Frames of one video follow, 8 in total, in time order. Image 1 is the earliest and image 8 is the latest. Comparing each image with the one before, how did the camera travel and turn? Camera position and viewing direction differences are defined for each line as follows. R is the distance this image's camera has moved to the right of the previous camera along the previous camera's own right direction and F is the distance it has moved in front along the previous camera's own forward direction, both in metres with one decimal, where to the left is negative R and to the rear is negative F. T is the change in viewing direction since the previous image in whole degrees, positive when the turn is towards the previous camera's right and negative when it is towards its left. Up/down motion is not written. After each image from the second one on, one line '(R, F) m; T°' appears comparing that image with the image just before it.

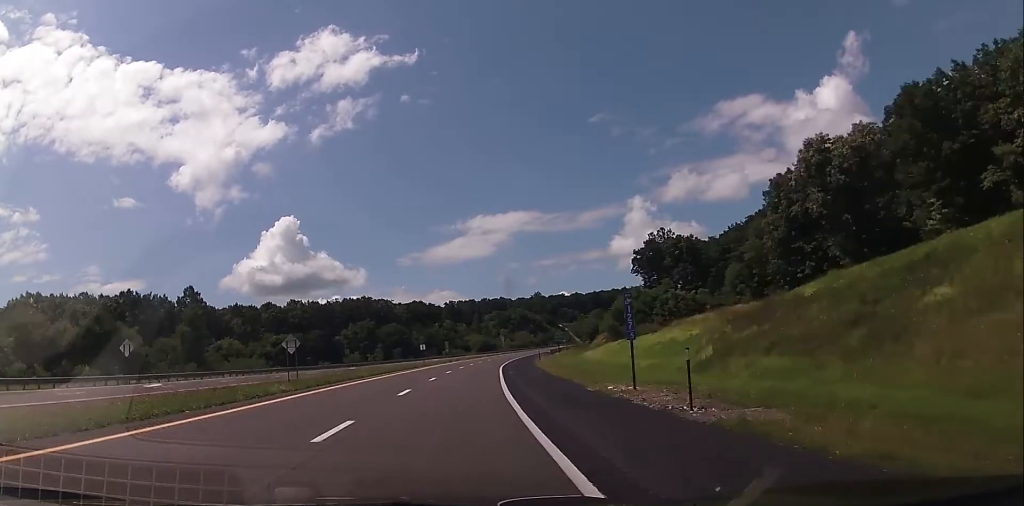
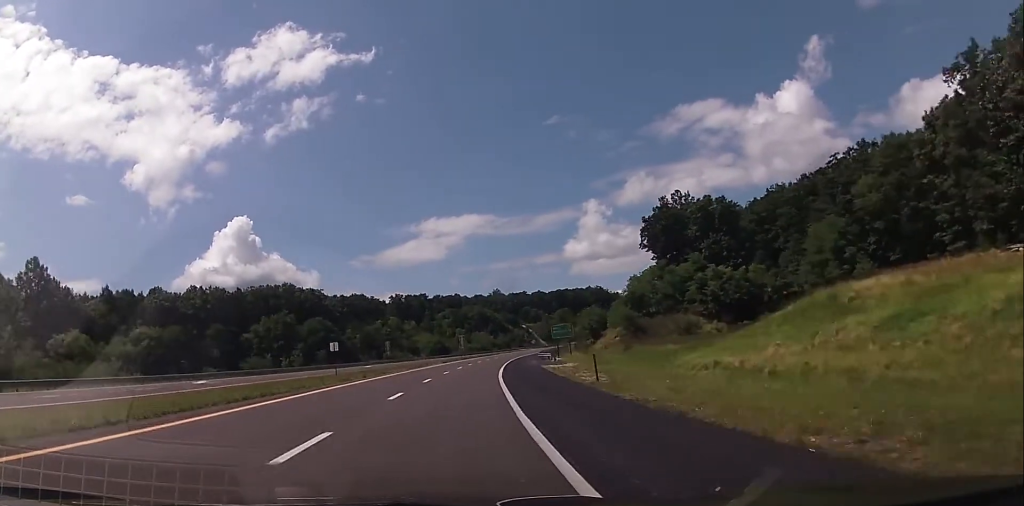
(+1.0, +49.4) m; +4°
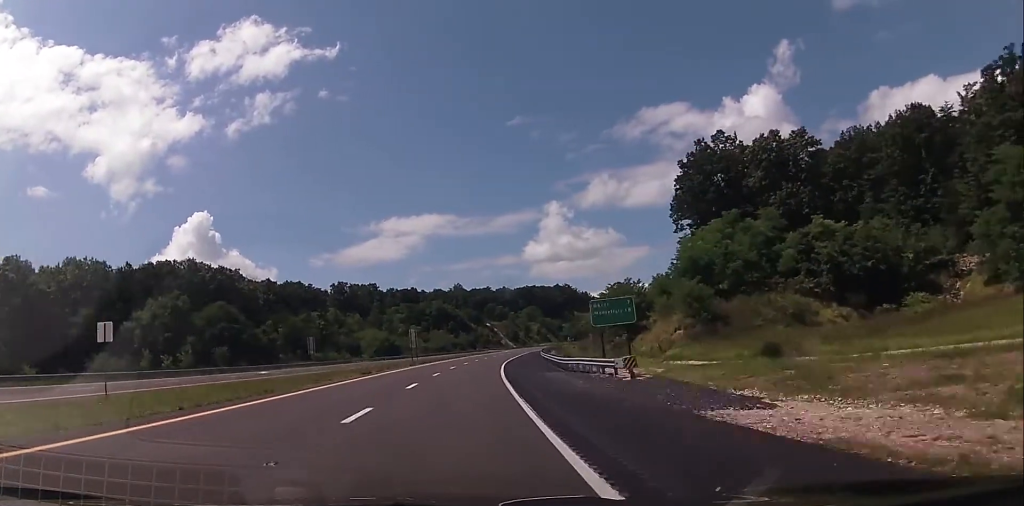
(+2.0, +43.0) m; +4°
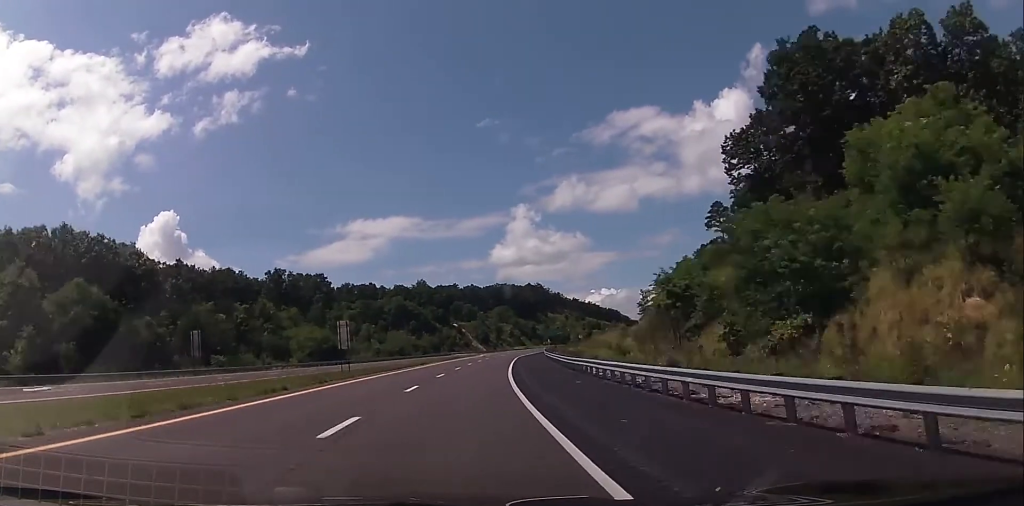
(+0.8, +39.0) m; +3°
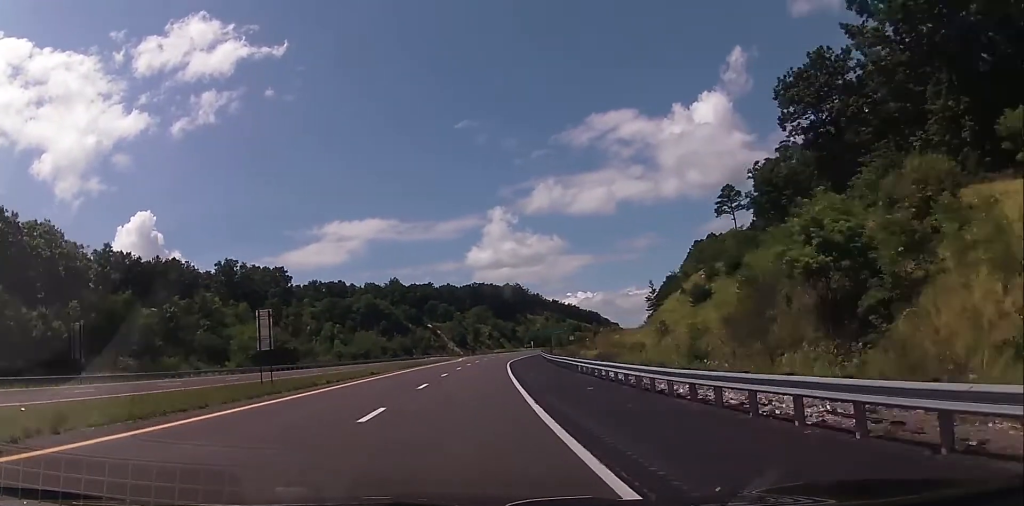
(+0.2, +21.5) m; +2°
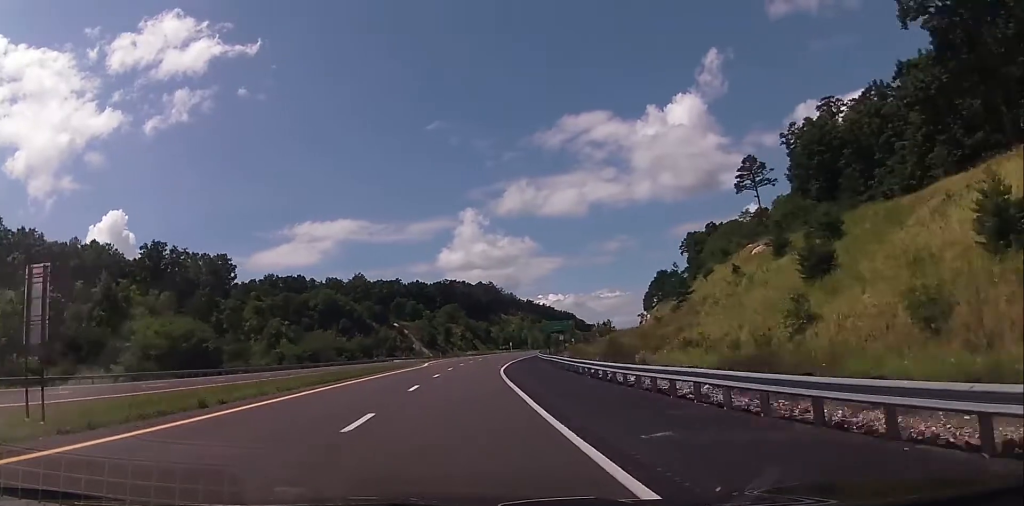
(+0.9, +25.6) m; +3°
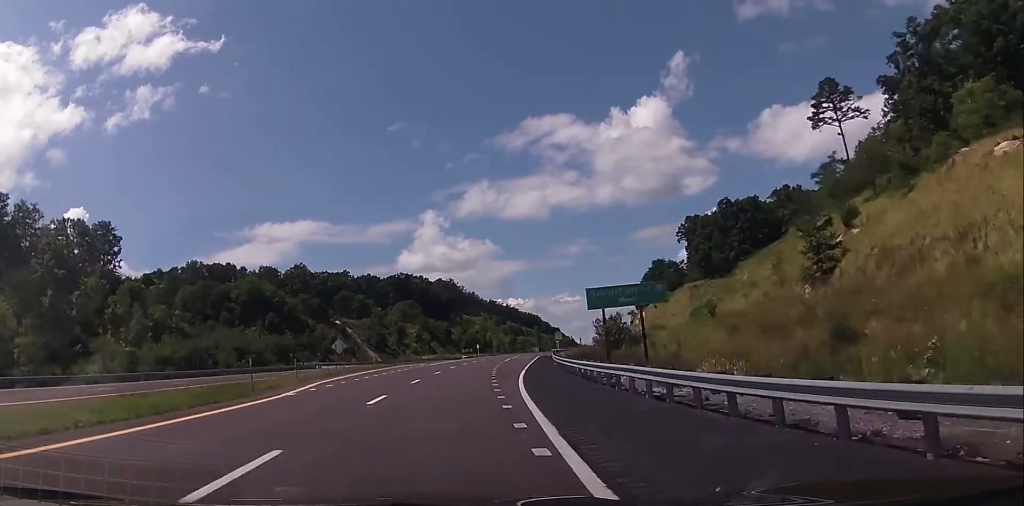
(+1.1, +41.3) m; +3°
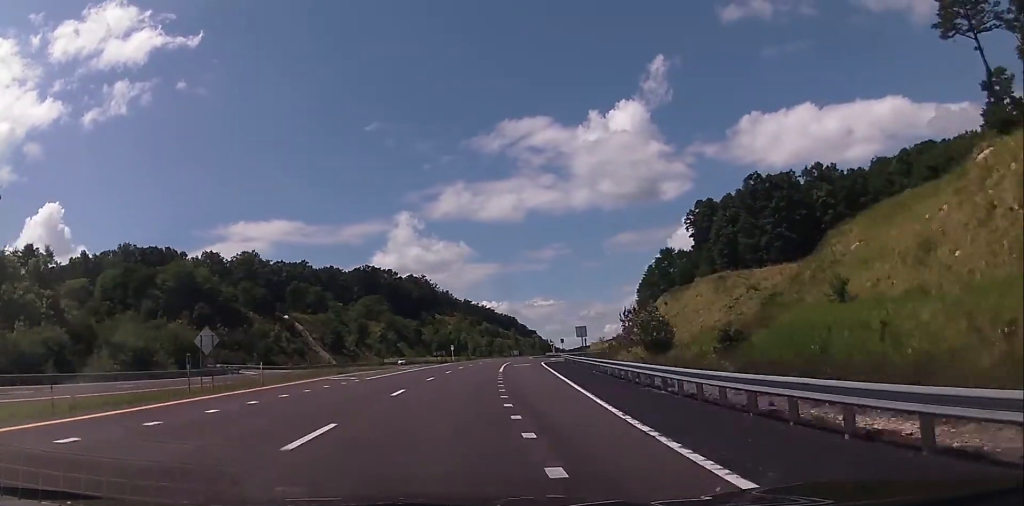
(+0.6, +32.0) m; +2°
